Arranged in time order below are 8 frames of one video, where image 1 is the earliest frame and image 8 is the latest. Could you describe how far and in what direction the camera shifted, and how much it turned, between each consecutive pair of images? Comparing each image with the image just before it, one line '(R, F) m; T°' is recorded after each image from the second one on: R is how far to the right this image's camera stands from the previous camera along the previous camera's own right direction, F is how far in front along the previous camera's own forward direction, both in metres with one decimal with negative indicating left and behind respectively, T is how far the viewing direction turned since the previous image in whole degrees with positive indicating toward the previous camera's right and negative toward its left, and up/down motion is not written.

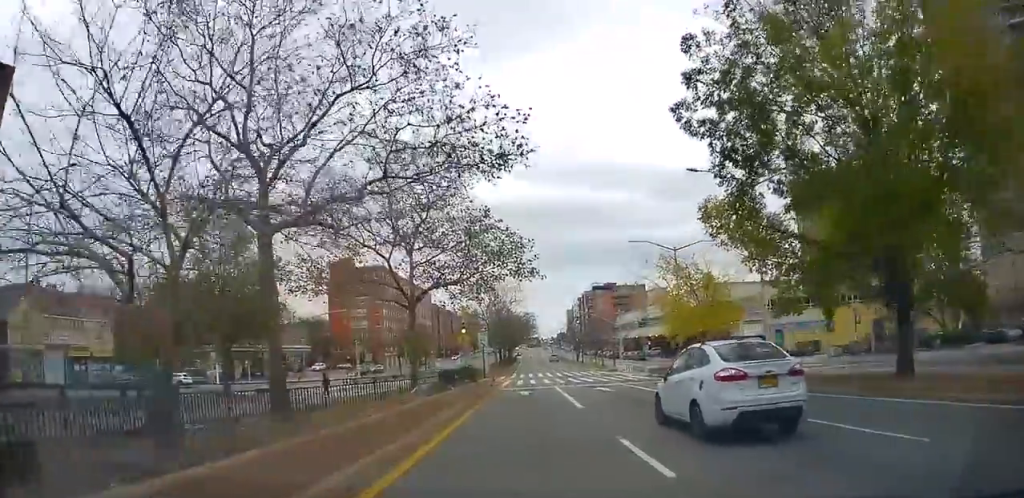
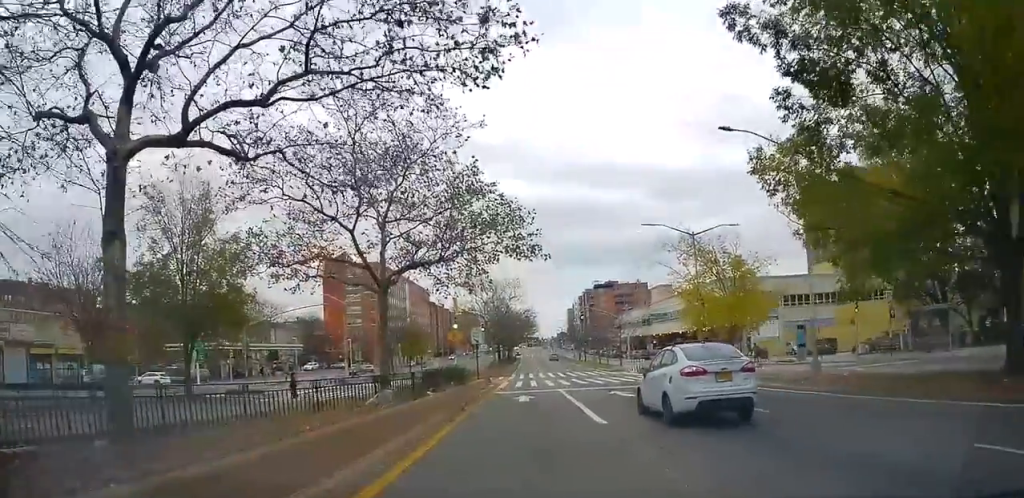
(-0.1, +4.6) m; 0°
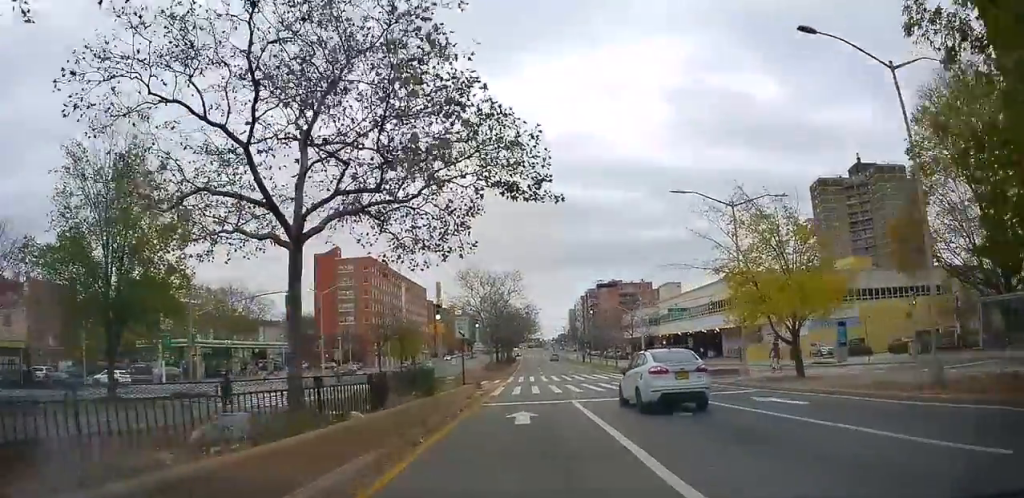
(+0.3, +7.1) m; +2°
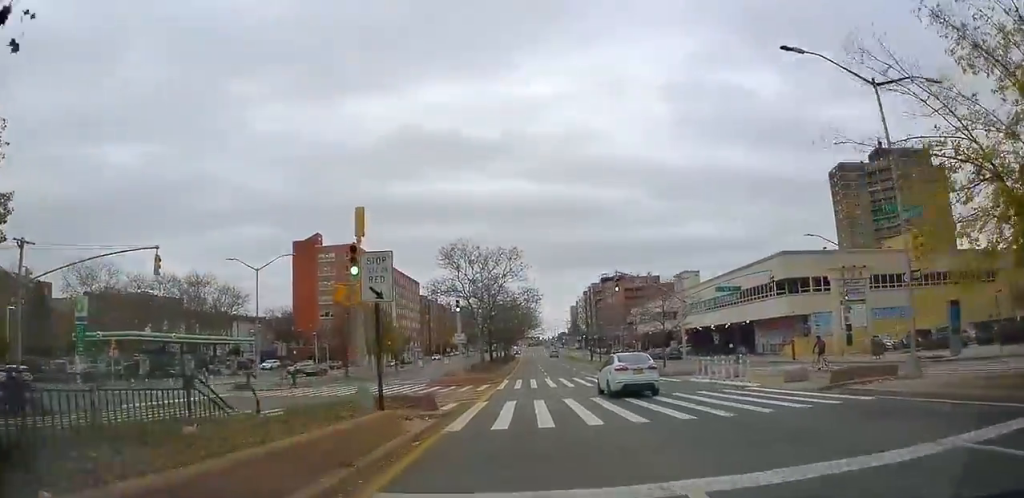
(+0.2, +13.4) m; +1°
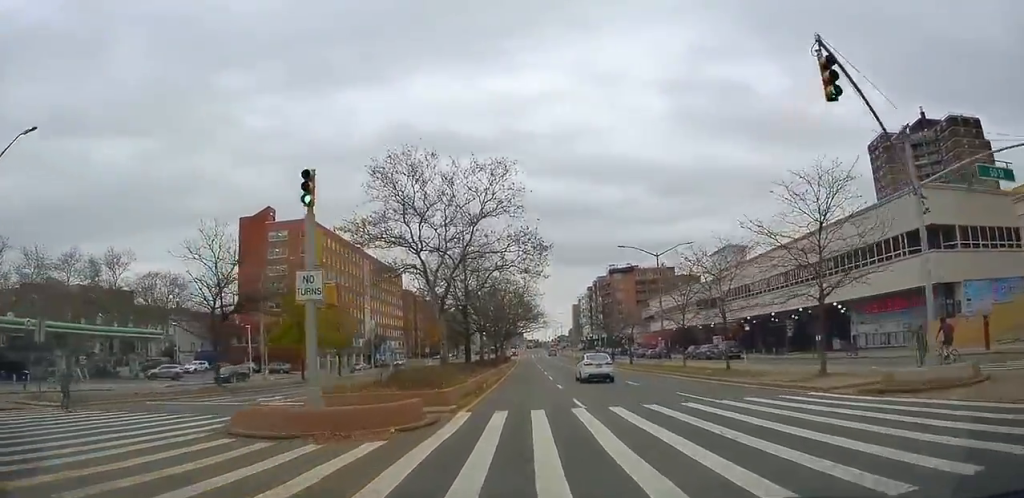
(-0.1, +25.0) m; -3°
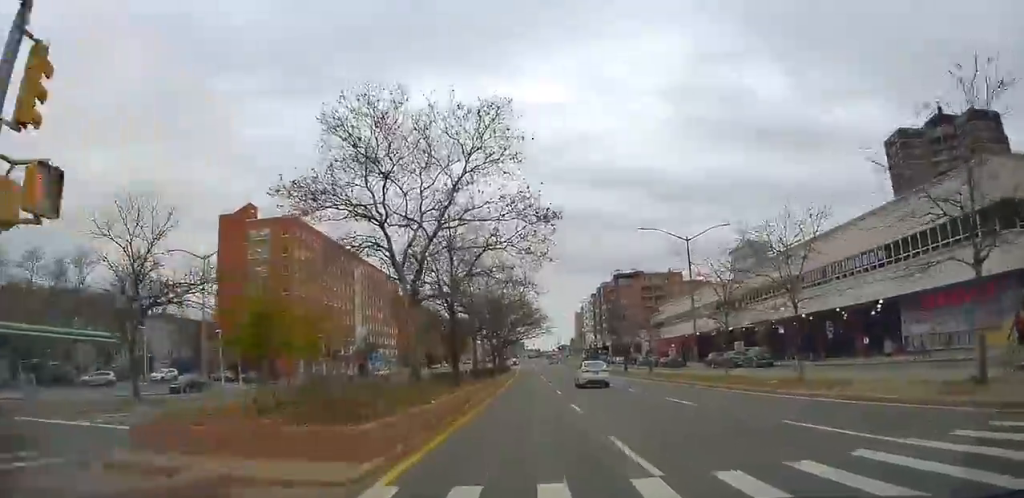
(-0.4, +8.4) m; 0°
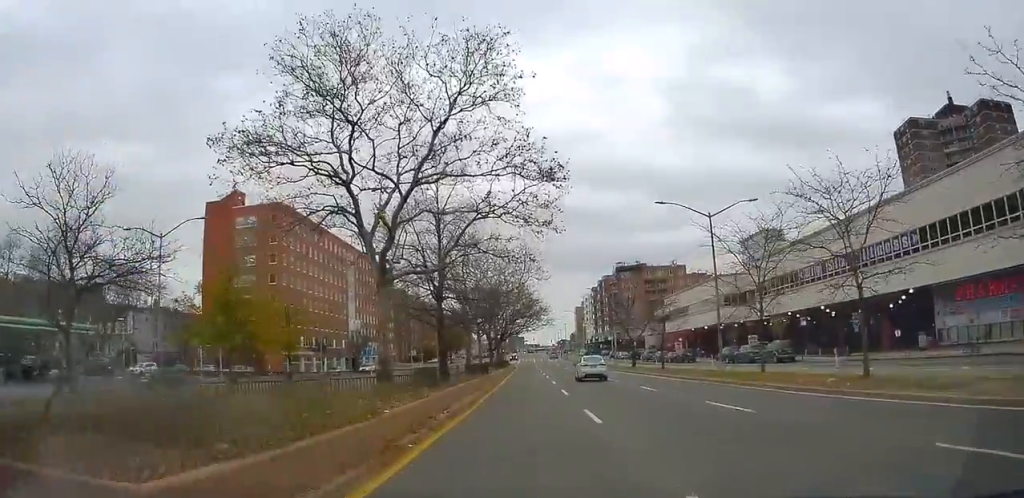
(0.0, +4.8) m; 0°
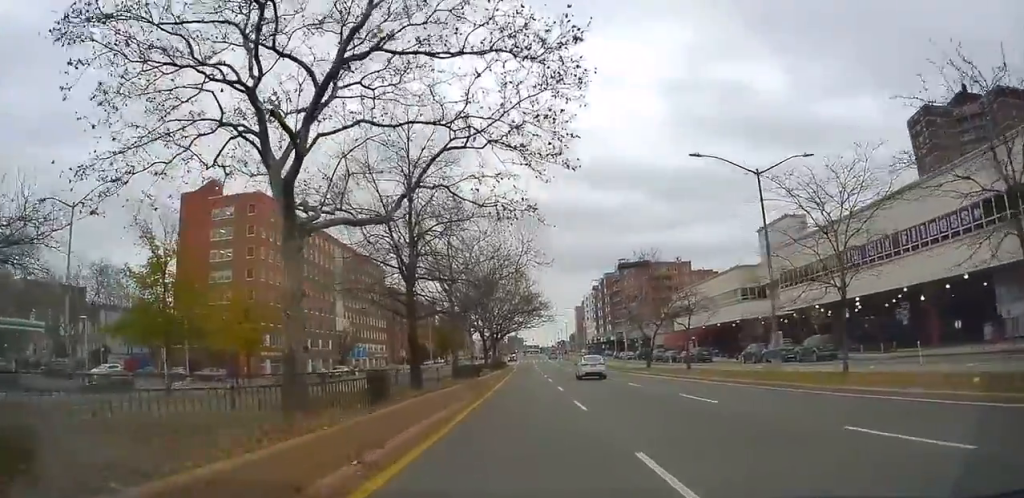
(+0.3, +7.6) m; 0°
